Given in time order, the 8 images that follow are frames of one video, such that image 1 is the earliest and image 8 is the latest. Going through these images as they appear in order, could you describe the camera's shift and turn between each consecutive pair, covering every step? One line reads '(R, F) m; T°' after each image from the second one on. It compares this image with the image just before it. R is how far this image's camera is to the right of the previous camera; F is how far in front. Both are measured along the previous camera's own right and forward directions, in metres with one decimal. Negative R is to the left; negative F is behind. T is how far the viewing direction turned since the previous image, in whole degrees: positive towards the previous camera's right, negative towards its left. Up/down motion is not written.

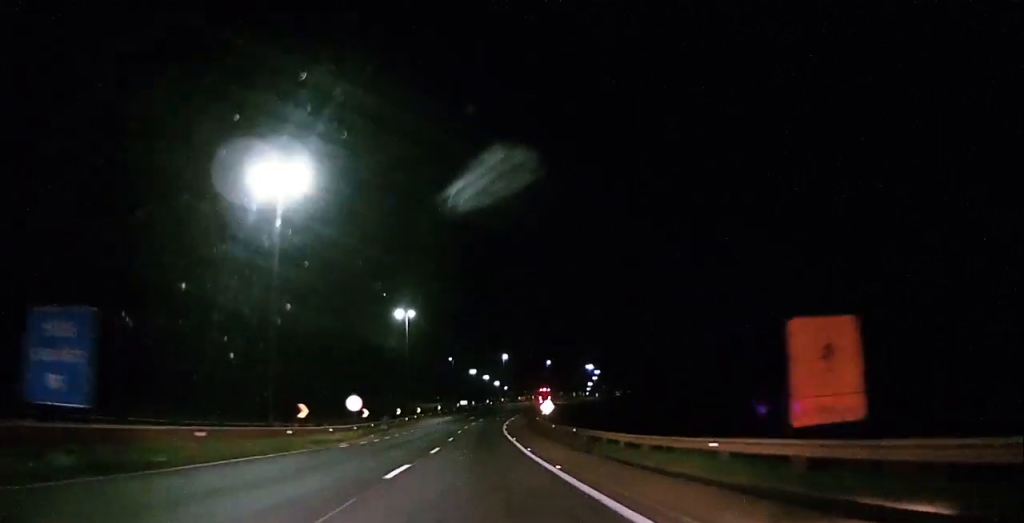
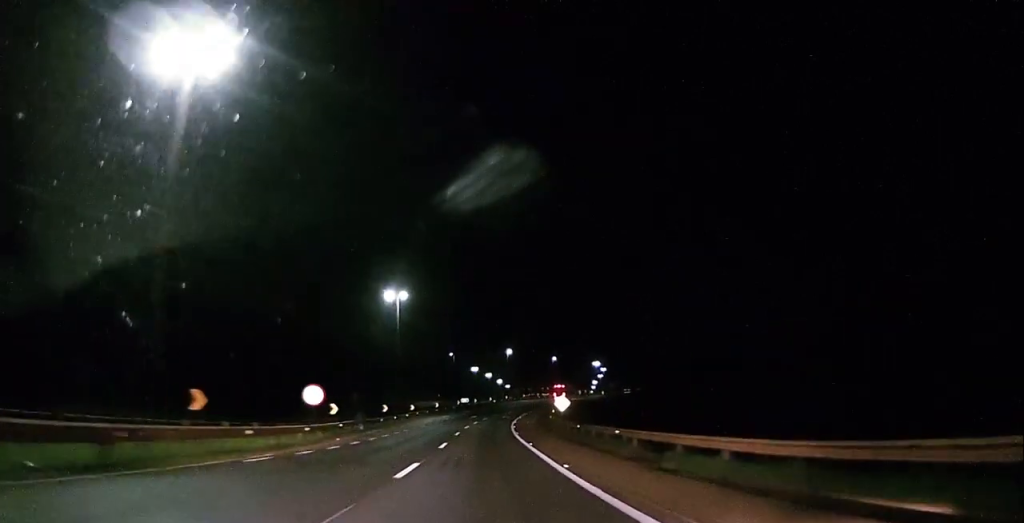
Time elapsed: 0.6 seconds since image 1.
(0.0, +12.1) m; 0°
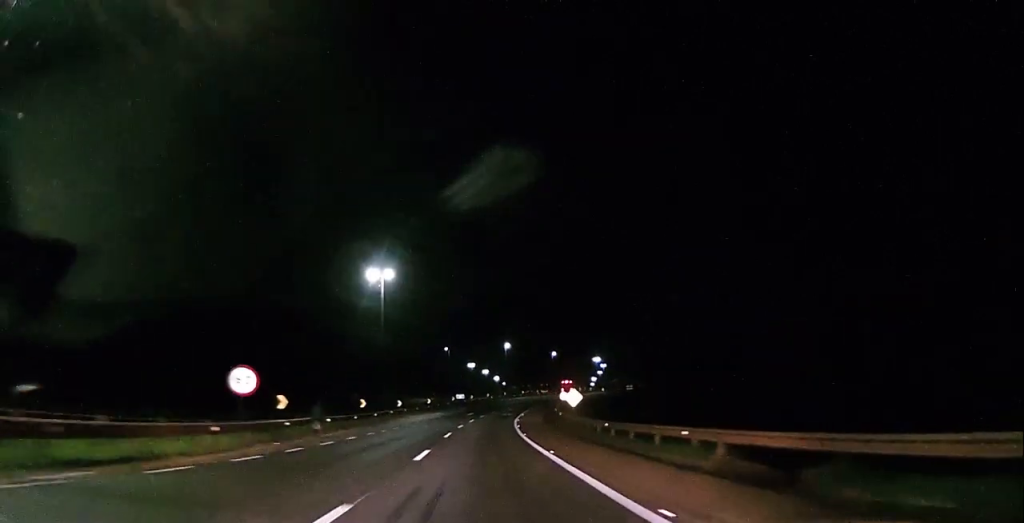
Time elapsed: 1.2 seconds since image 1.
(0.0, +10.1) m; 0°
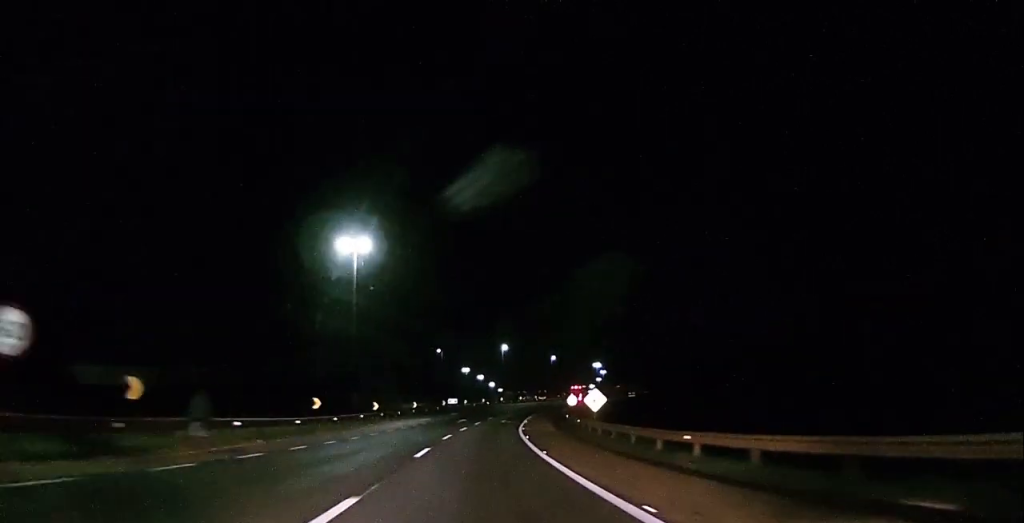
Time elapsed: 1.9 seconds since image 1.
(-0.1, +12.9) m; 0°
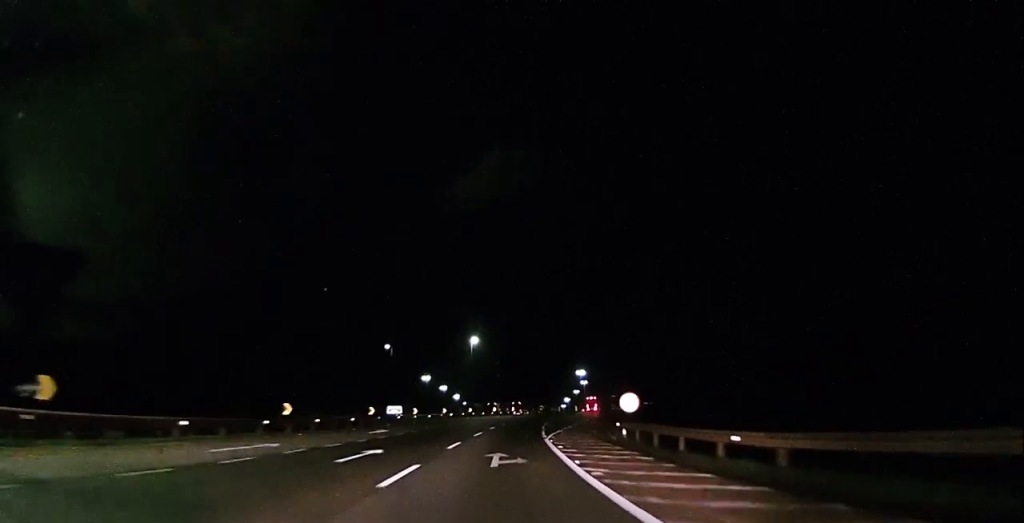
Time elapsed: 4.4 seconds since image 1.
(+0.4, +44.2) m; +1°
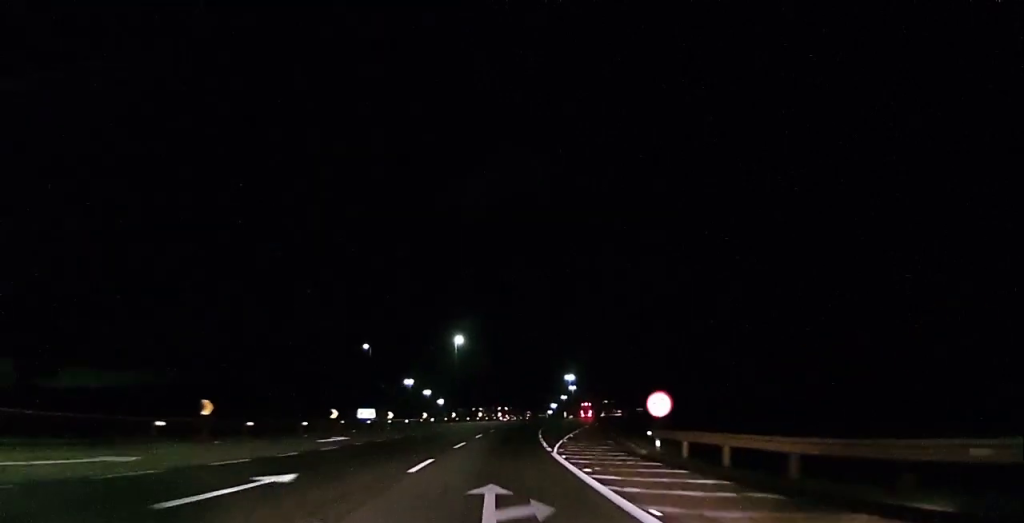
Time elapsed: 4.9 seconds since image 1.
(+0.1, +9.2) m; +1°
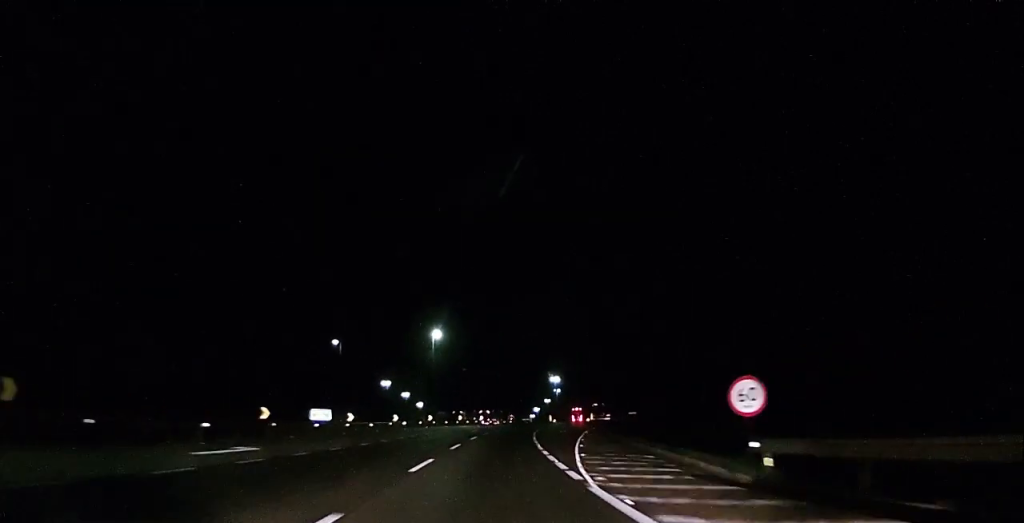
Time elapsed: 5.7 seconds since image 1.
(+0.1, +11.7) m; +1°
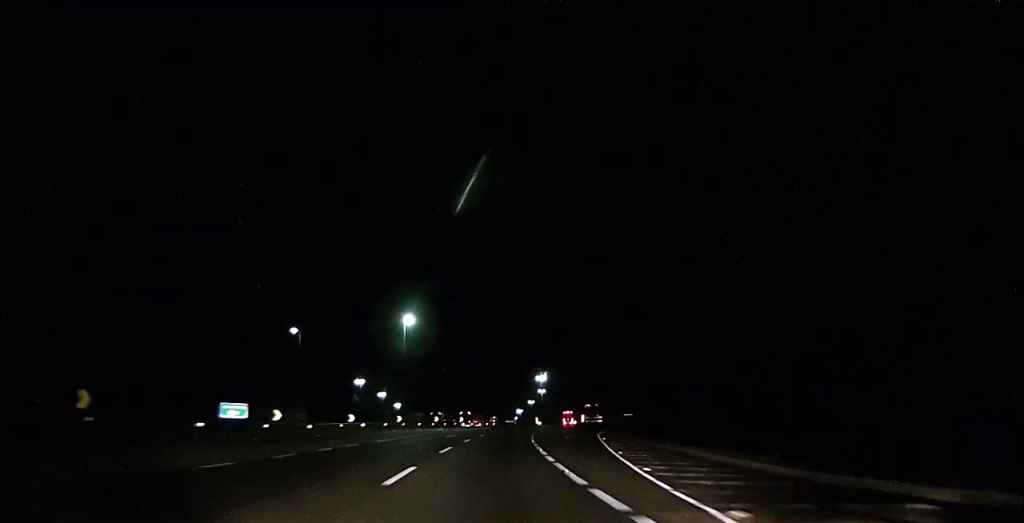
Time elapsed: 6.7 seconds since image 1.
(+0.3, +15.5) m; +1°
